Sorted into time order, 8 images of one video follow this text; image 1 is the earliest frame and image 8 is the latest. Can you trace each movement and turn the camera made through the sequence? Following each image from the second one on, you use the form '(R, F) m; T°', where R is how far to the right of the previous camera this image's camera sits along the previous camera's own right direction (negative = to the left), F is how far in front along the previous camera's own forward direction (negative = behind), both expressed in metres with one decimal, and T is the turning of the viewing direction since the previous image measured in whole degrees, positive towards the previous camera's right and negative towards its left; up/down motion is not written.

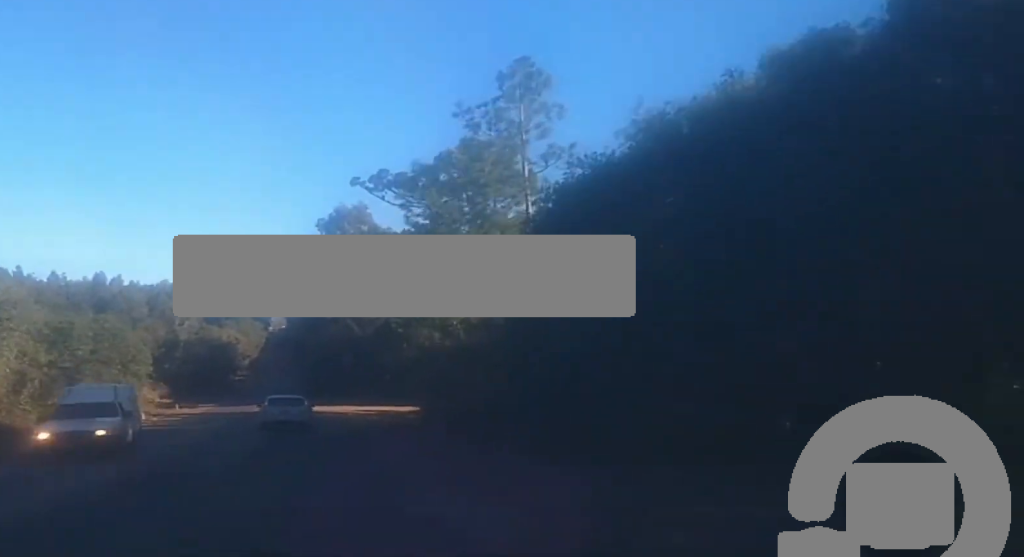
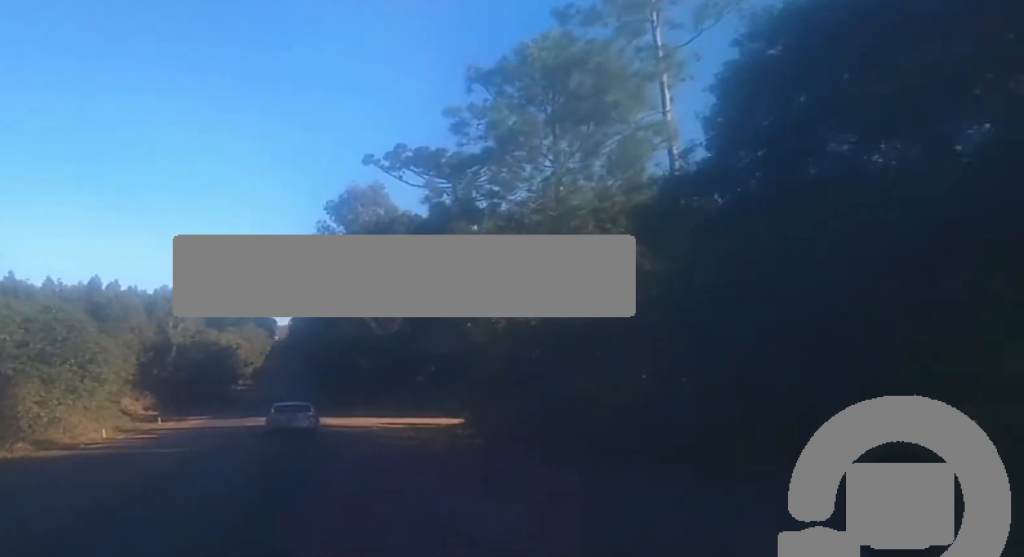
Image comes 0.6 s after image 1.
(0.0, +14.6) m; 0°
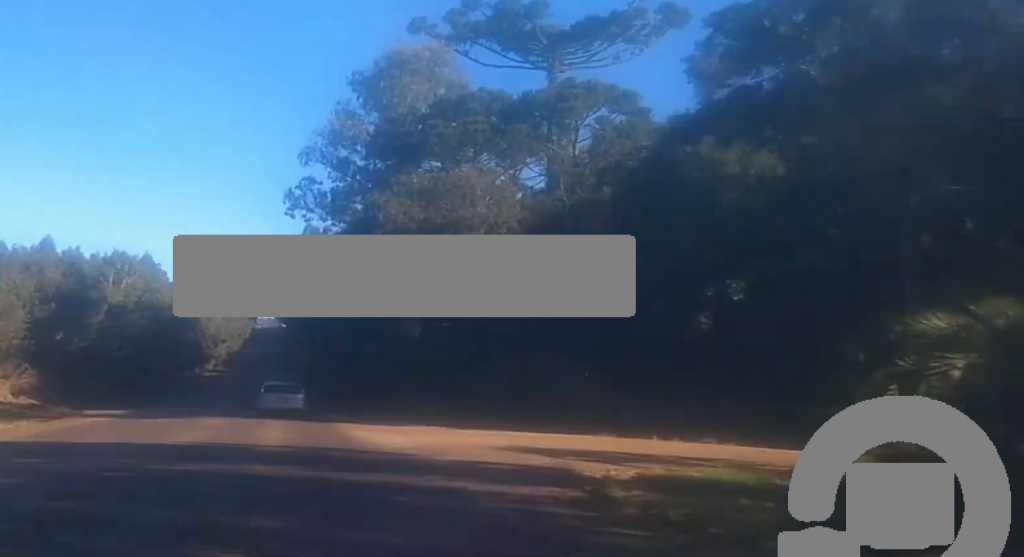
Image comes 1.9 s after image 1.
(-0.3, +34.1) m; -1°
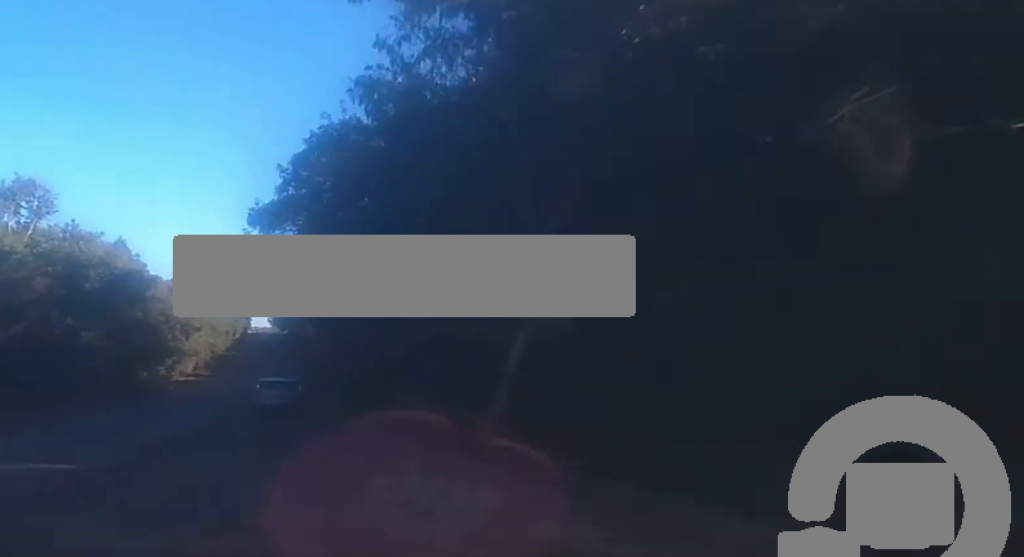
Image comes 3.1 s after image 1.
(-0.1, +34.0) m; 0°
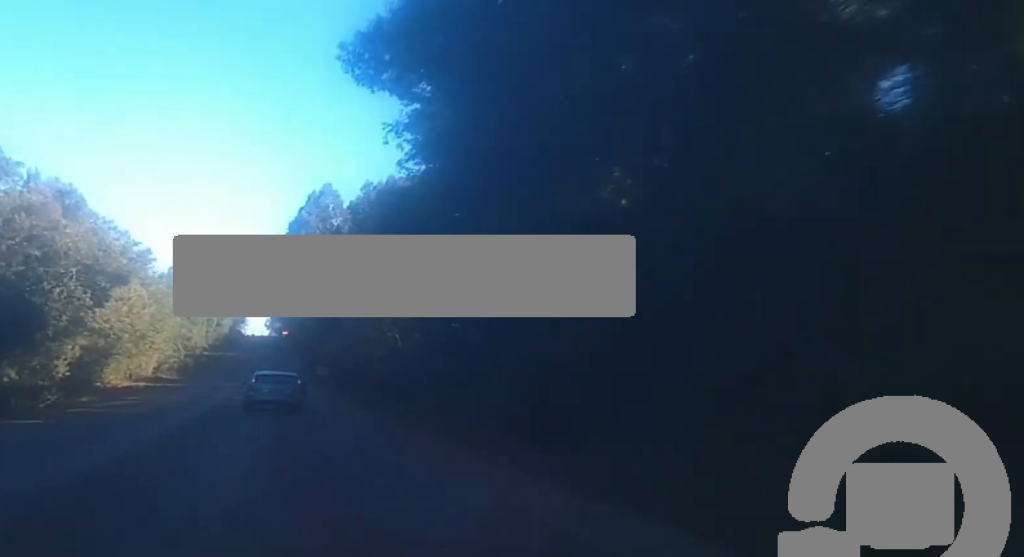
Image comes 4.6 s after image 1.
(0.0, +40.3) m; 0°
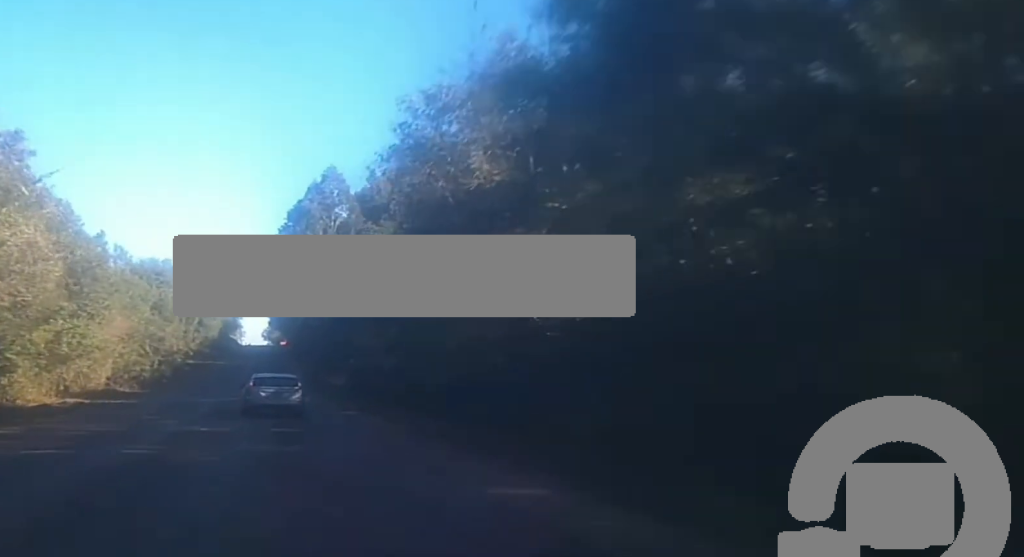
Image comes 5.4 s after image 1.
(0.0, +23.1) m; 0°
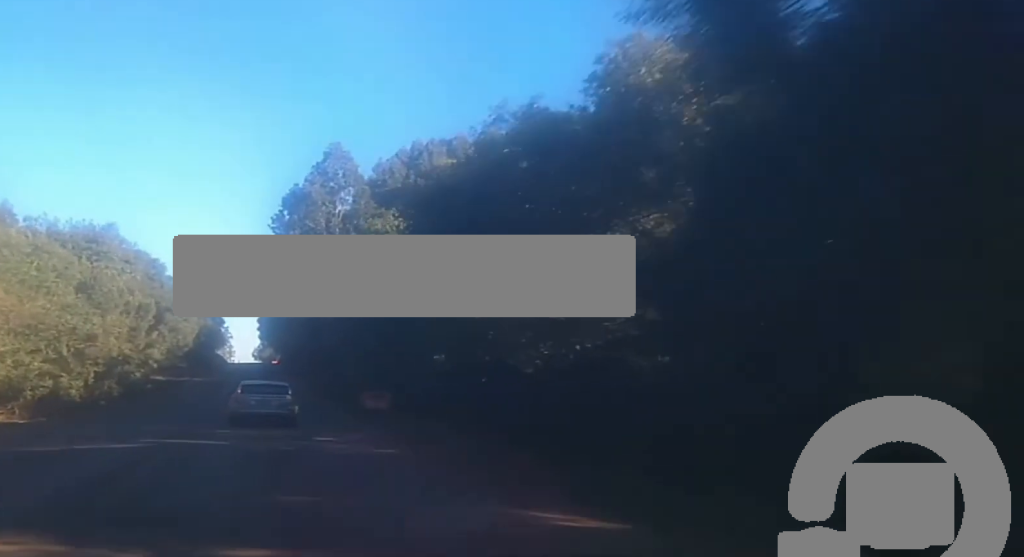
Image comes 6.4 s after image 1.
(-0.3, +26.7) m; 0°
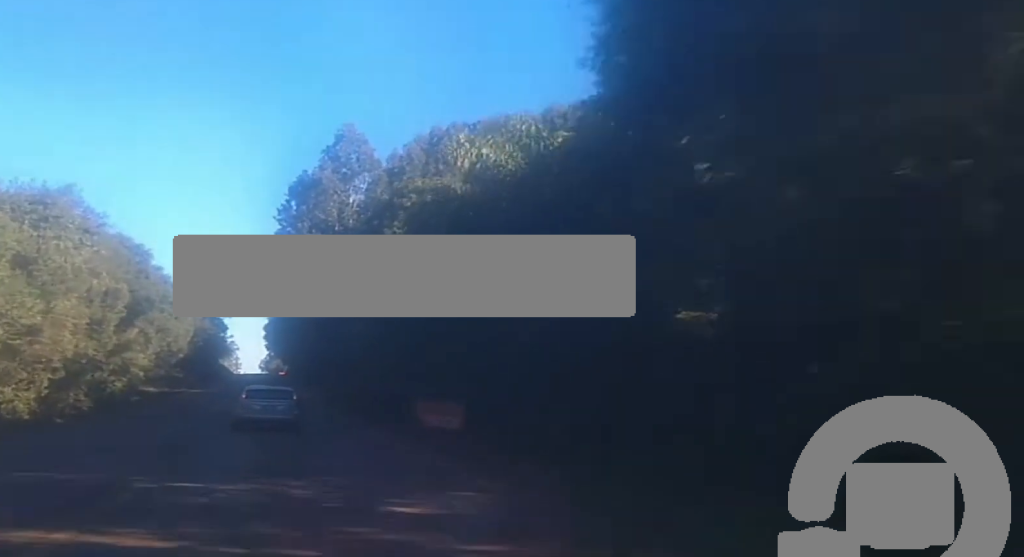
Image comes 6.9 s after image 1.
(+0.2, +13.6) m; 0°
